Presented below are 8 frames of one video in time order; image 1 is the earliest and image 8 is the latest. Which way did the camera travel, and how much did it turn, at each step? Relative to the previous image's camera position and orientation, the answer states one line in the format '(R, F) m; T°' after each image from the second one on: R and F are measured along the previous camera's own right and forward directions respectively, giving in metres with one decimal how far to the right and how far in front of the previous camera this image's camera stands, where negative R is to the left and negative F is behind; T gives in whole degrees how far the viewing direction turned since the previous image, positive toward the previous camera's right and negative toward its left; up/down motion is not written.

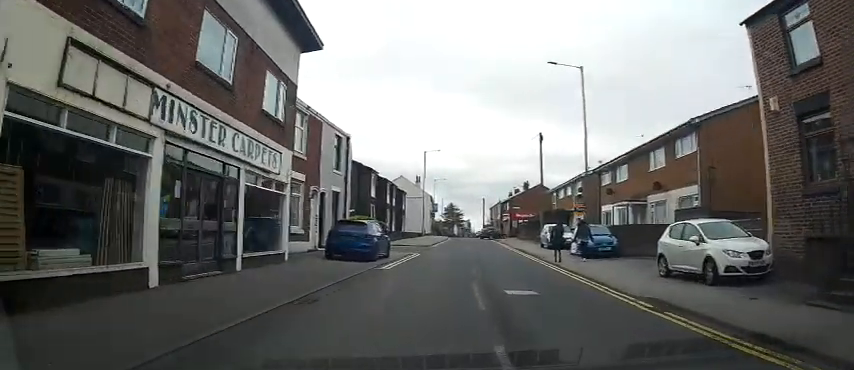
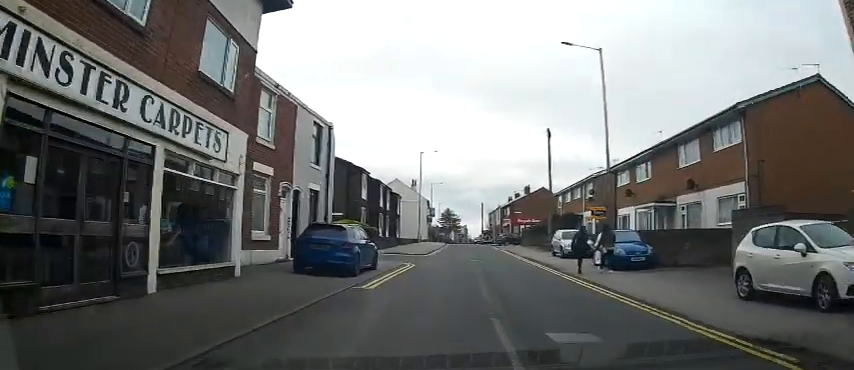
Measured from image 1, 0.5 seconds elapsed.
(+0.1, +4.1) m; +1°
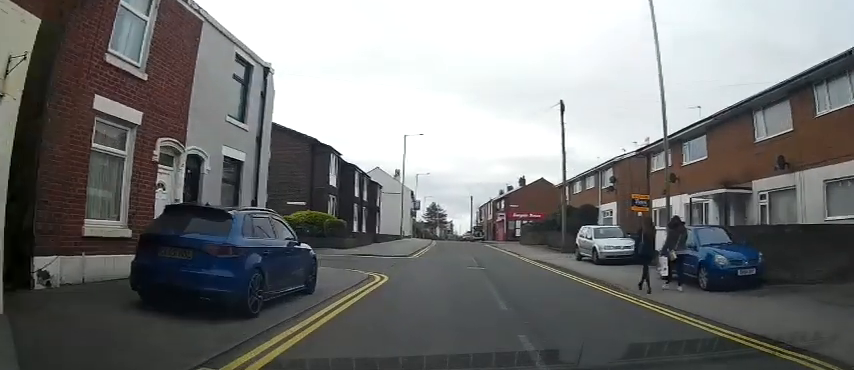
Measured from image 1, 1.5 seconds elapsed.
(0.0, +7.7) m; +2°
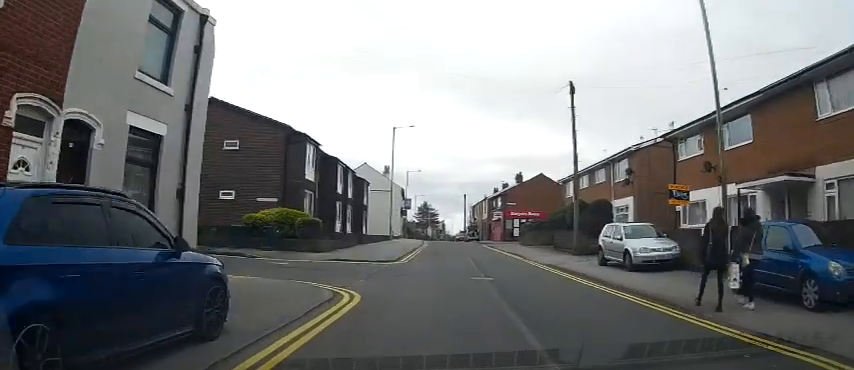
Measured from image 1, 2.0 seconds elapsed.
(0.0, +4.0) m; +1°
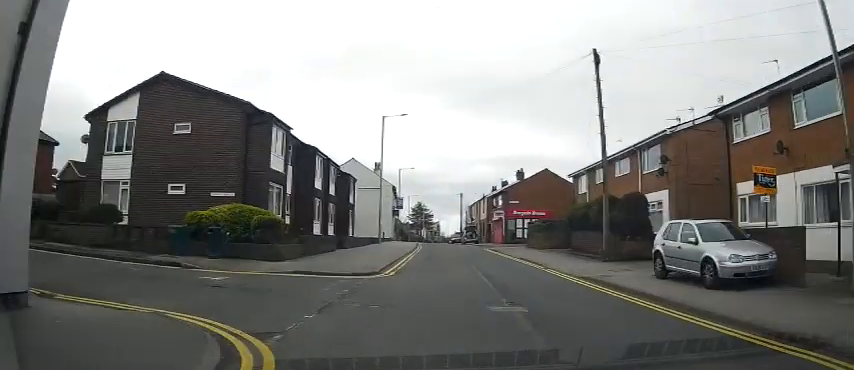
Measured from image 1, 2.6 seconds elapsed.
(+0.2, +5.0) m; +2°
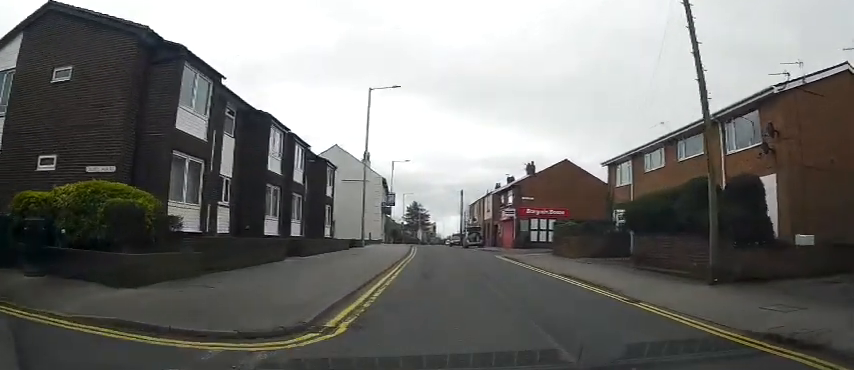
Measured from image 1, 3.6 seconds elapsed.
(+0.1, +8.5) m; +1°
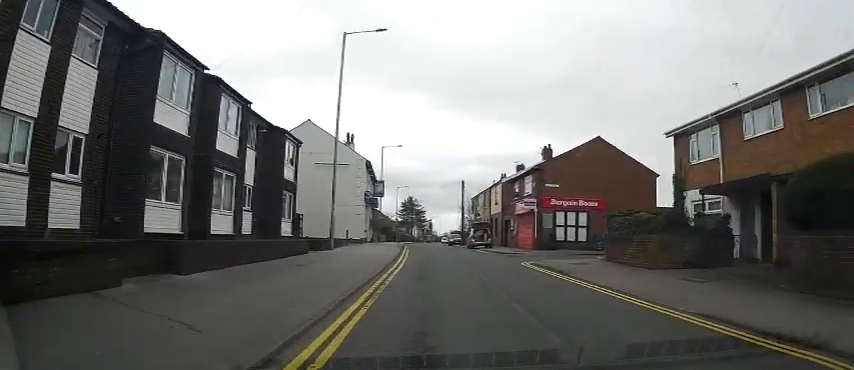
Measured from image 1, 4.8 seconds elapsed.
(0.0, +9.2) m; -1°
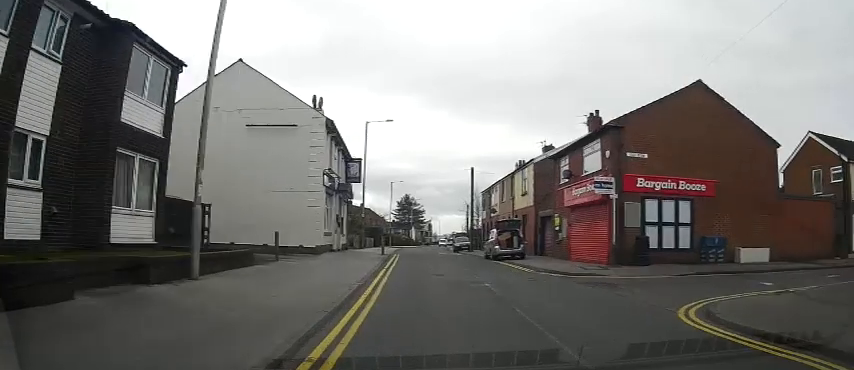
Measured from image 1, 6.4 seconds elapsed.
(-0.1, +13.7) m; +1°
